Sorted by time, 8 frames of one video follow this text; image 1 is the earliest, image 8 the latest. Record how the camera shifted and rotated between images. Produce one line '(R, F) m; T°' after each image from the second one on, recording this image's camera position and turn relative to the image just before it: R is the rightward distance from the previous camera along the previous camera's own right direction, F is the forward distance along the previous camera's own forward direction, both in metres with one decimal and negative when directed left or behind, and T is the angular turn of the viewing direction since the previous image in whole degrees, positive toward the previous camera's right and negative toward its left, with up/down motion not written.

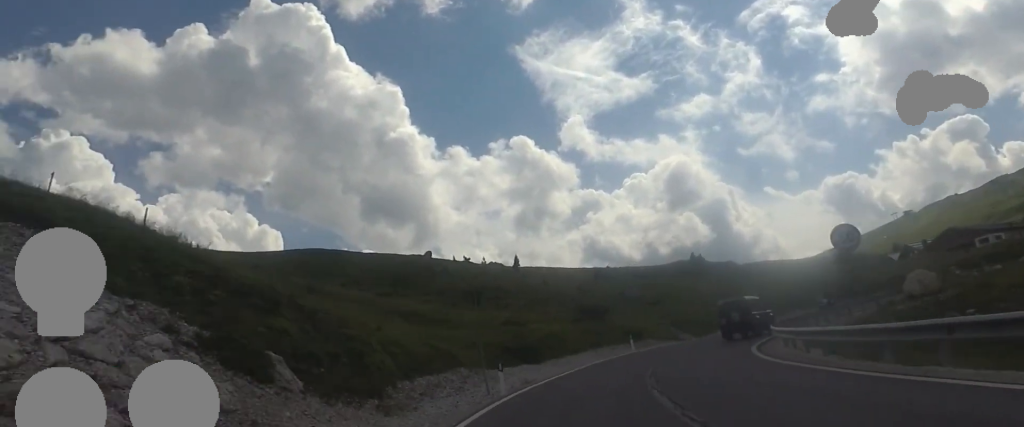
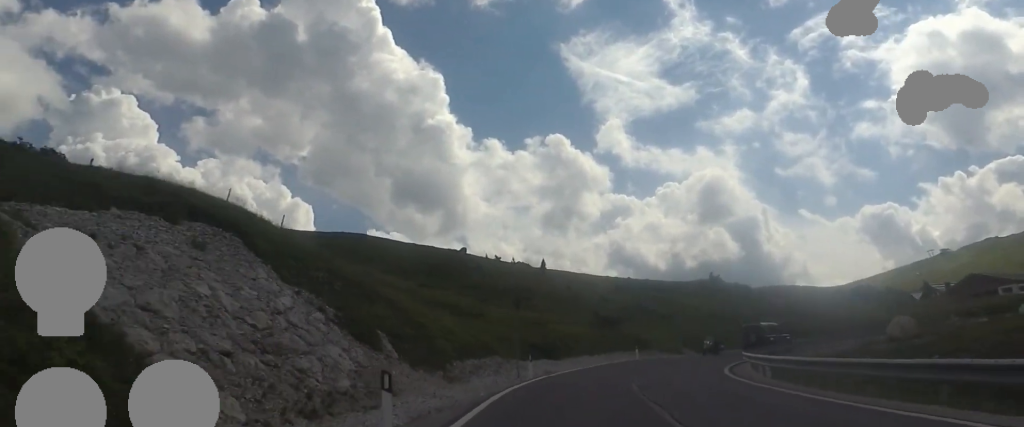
(+0.1, +6.4) m; +1°
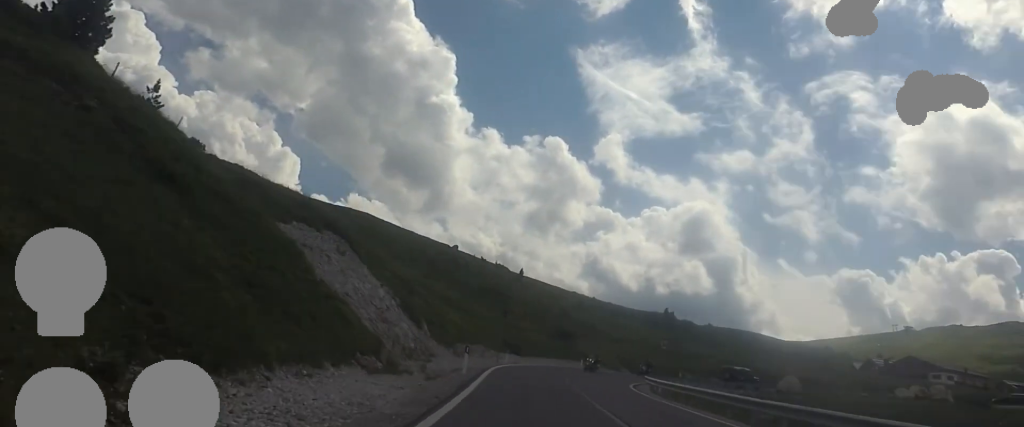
(+0.4, +13.1) m; +3°
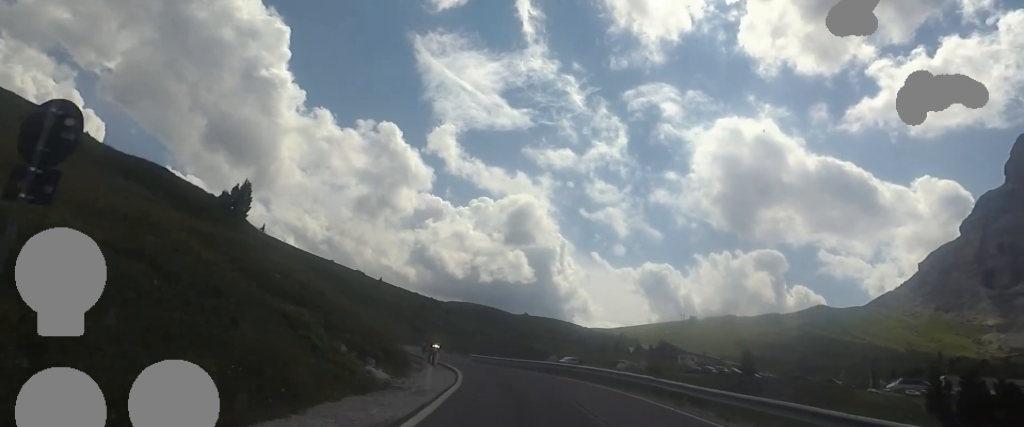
(+3.7, +35.9) m; +11°
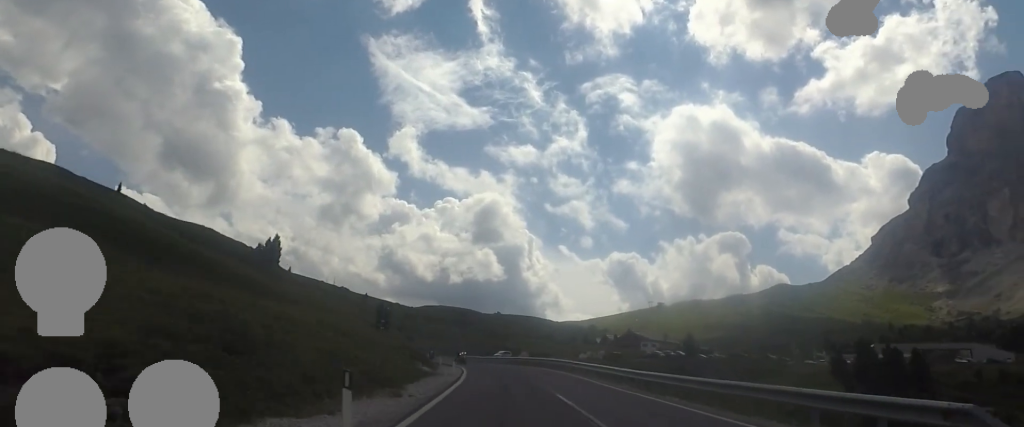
(+0.1, +17.1) m; 0°
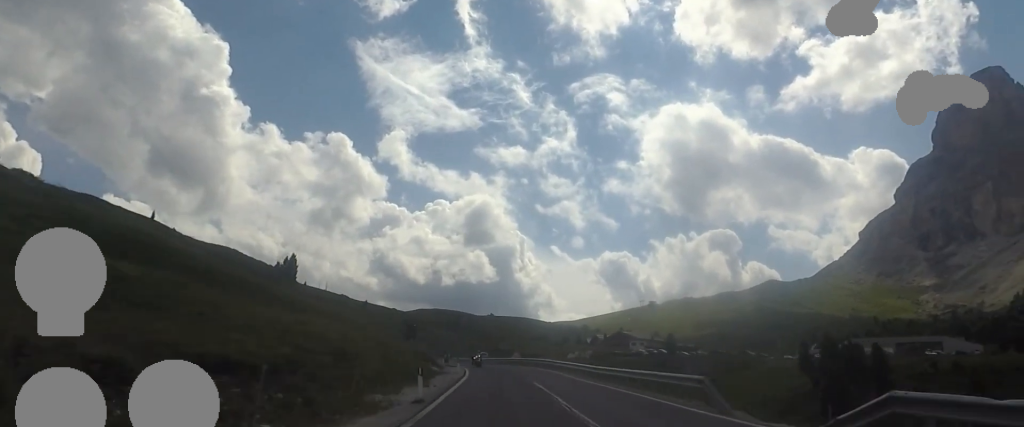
(-0.1, +9.0) m; -1°
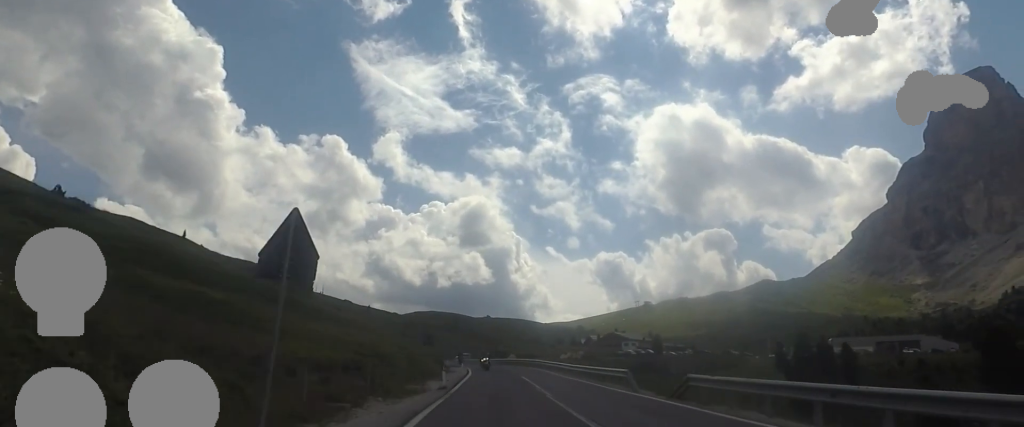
(+0.1, +9.1) m; -1°
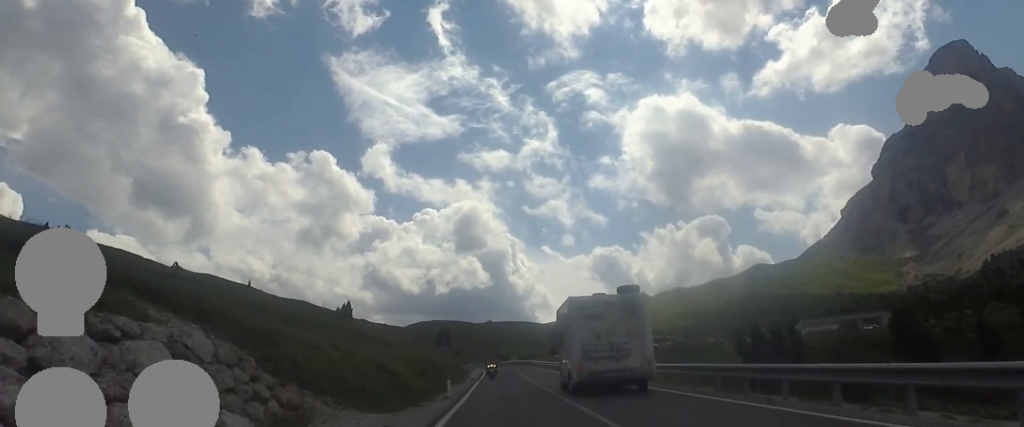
(-0.6, +24.0) m; 0°
